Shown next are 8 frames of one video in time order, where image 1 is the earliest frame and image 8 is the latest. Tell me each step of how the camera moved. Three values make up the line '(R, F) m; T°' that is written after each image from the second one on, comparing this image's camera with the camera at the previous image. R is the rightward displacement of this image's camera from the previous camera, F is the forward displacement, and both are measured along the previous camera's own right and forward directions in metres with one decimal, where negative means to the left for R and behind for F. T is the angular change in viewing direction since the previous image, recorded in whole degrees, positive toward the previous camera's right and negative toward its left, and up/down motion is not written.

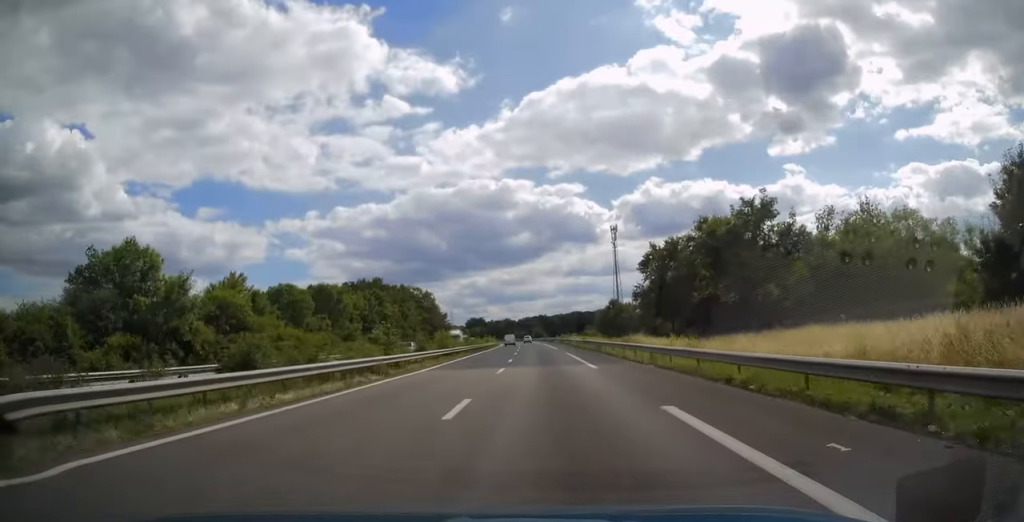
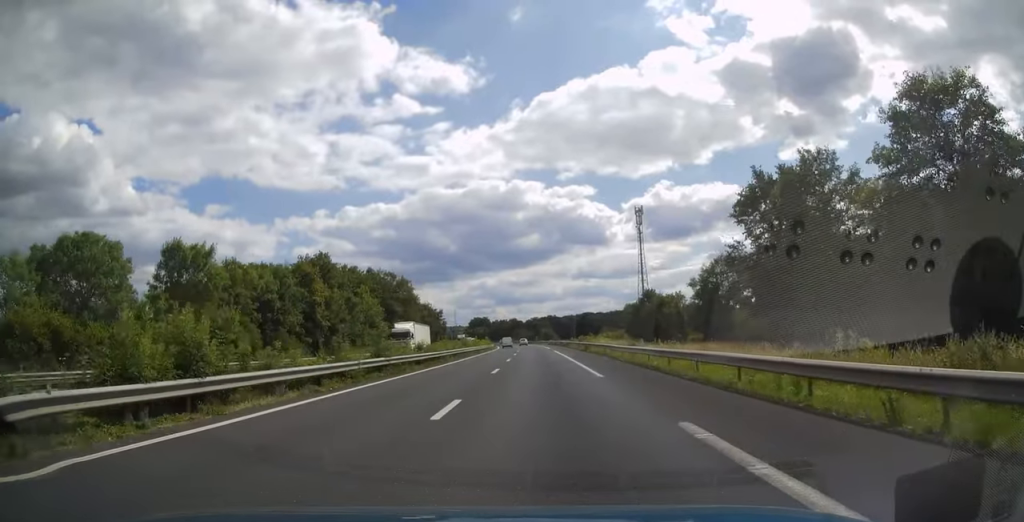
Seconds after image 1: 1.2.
(-0.1, +36.2) m; -1°
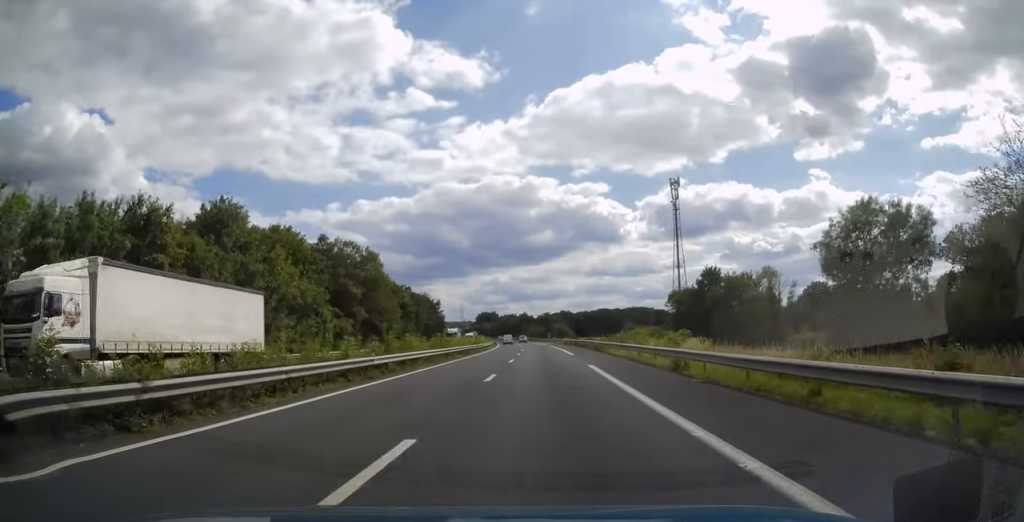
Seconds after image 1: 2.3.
(-0.6, +31.9) m; -2°
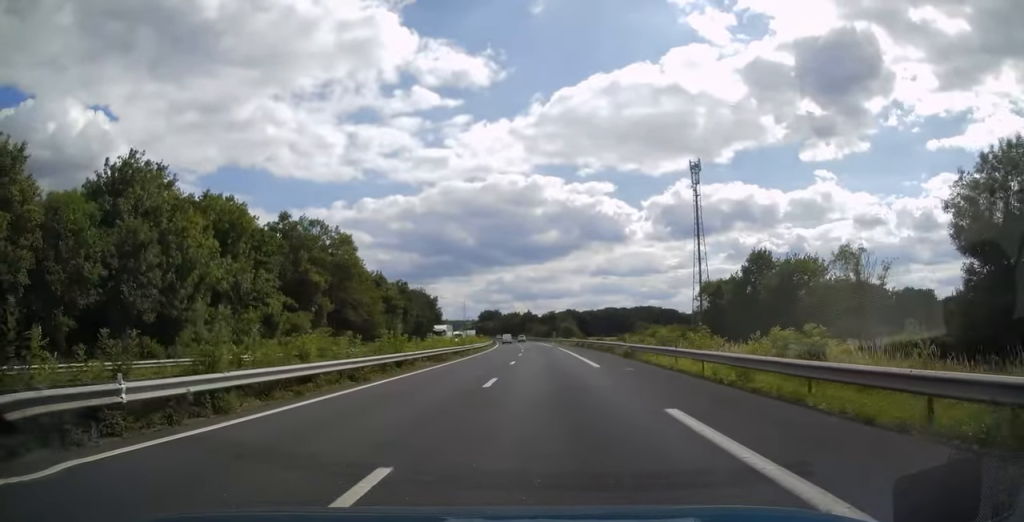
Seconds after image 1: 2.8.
(-0.2, +15.2) m; 0°
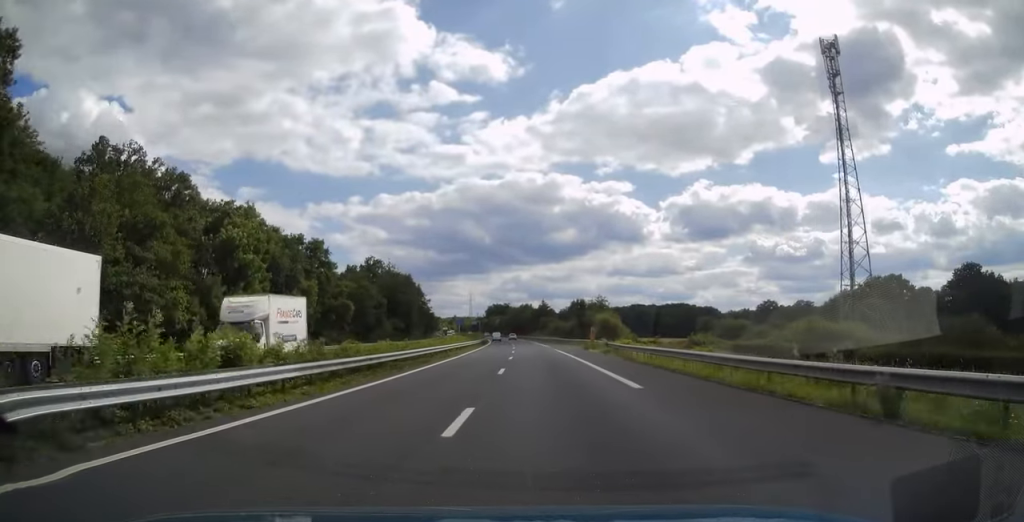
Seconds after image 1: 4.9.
(-0.6, +60.9) m; -1°
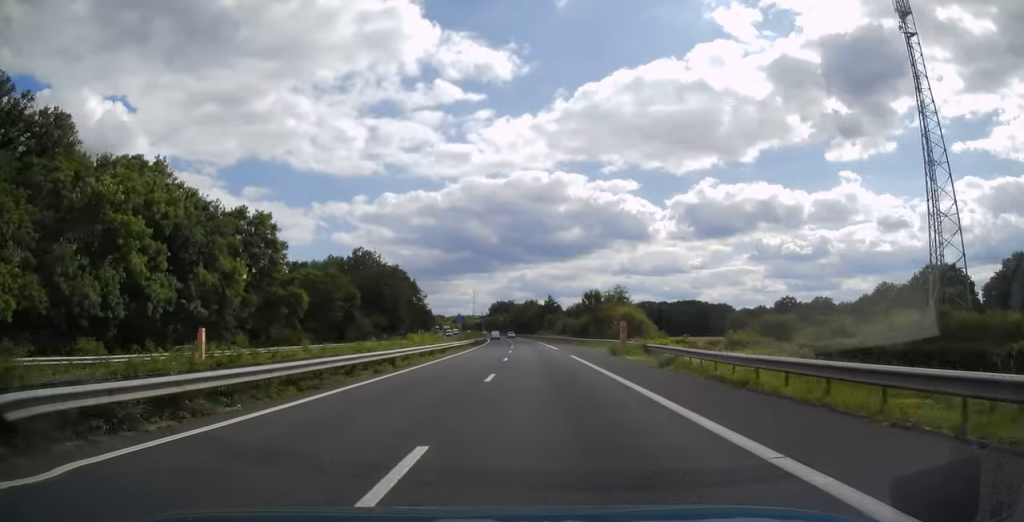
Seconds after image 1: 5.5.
(-0.1, +17.2) m; -1°
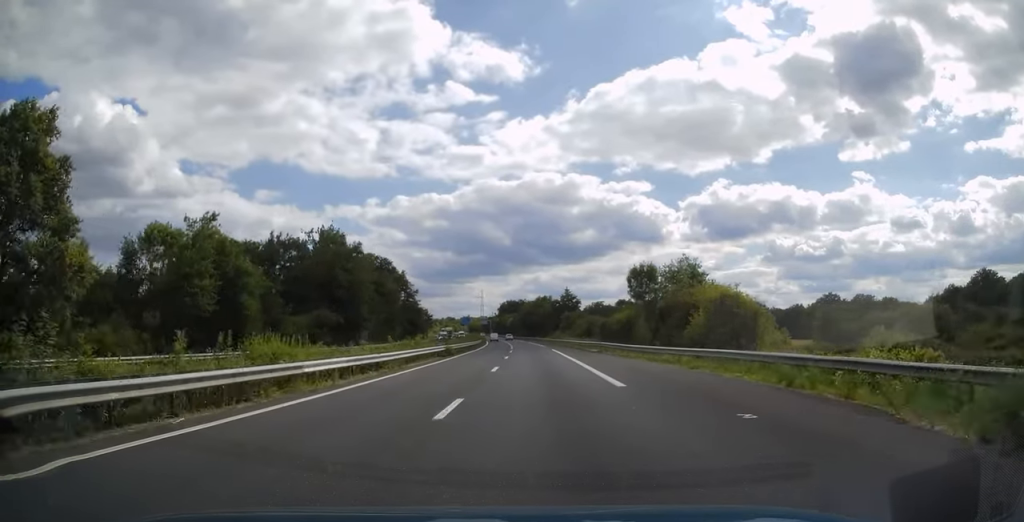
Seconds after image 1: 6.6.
(-0.4, +33.5) m; -2°
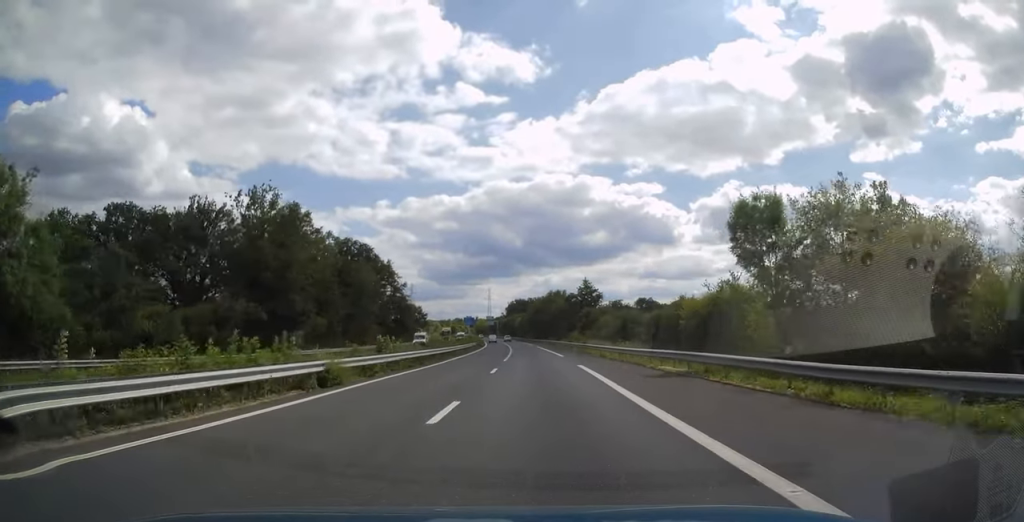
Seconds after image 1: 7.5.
(-0.4, +26.6) m; -1°
